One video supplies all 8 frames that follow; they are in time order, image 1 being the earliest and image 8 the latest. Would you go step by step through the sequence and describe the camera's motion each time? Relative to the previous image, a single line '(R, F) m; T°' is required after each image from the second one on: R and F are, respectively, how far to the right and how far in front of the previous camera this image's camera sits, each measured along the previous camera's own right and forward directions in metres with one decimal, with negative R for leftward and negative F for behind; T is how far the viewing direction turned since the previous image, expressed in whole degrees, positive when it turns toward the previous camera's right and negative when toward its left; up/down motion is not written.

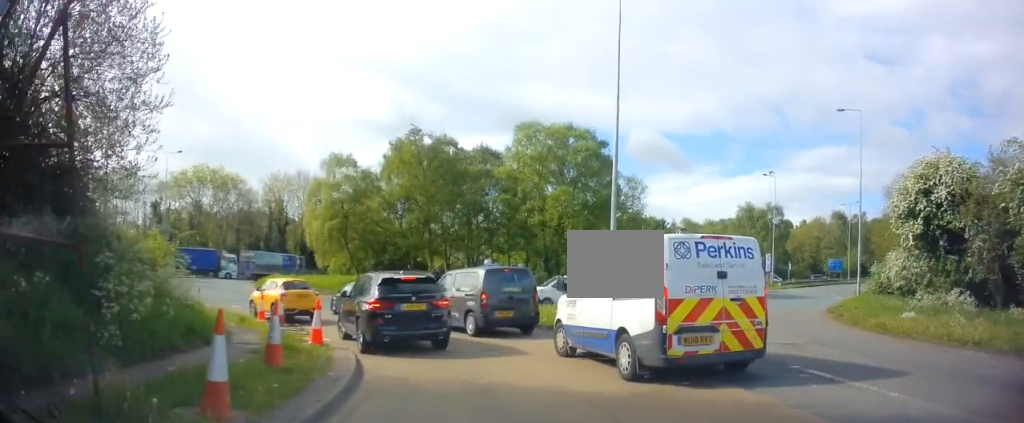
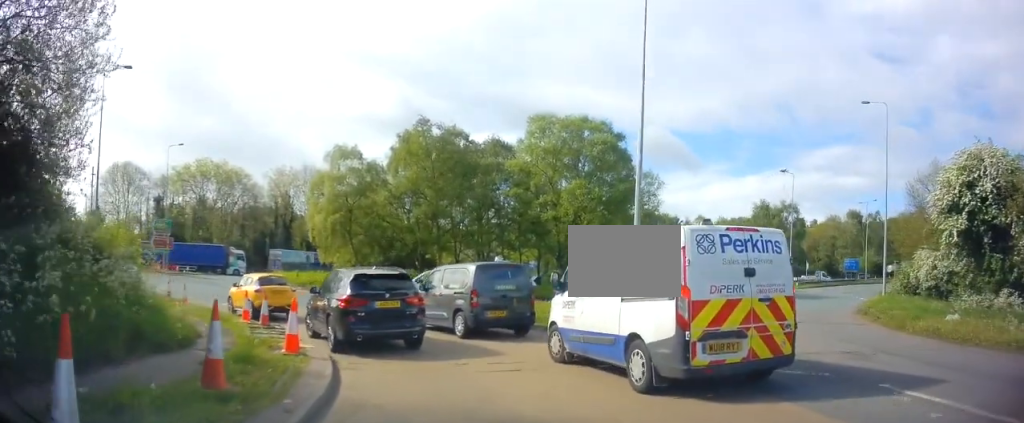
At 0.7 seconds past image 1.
(0.0, +1.8) m; -2°
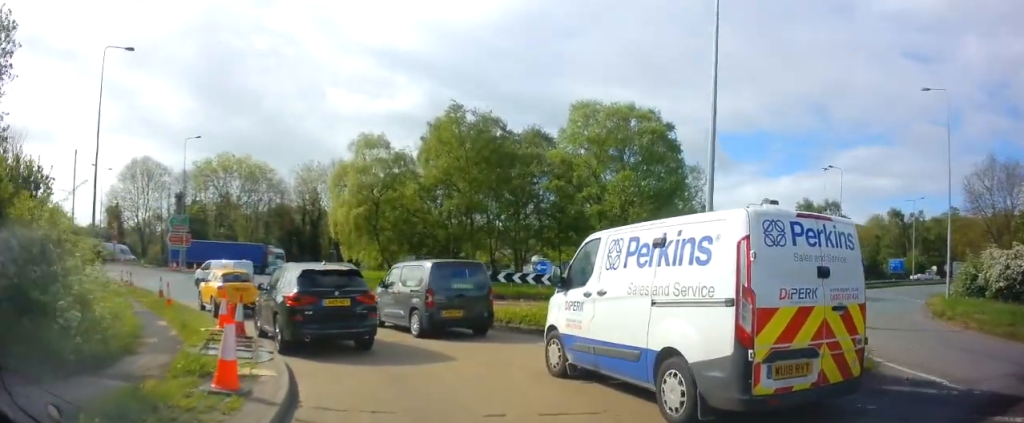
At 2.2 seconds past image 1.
(-0.1, +3.8) m; -4°
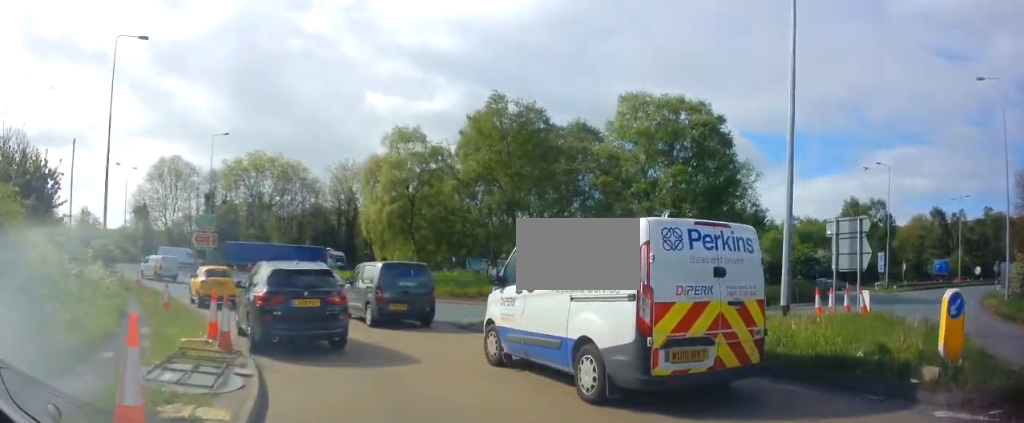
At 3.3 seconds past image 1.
(-0.1, +3.0) m; -5°
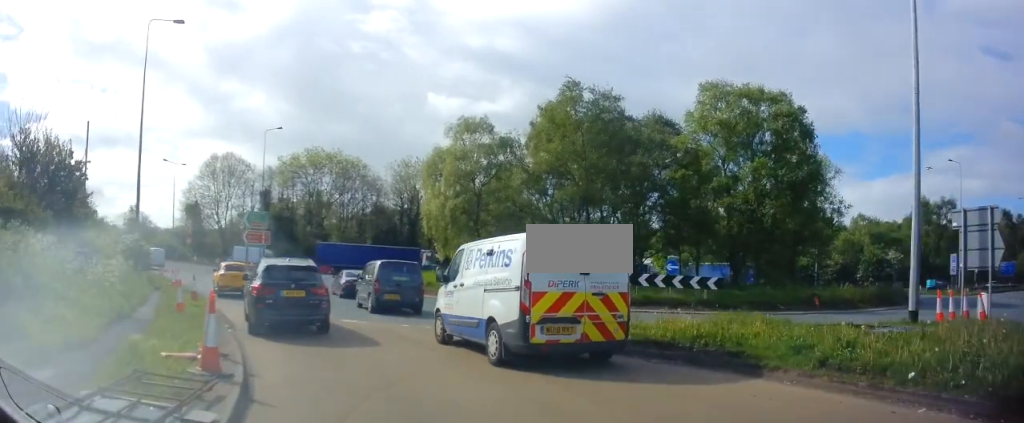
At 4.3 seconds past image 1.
(-0.2, +2.8) m; -7°
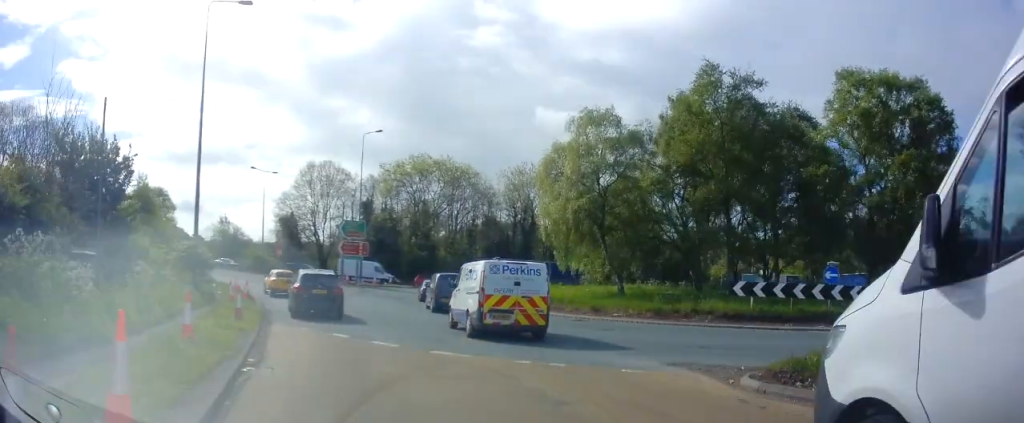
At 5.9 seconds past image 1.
(-0.6, +5.2) m; -12°
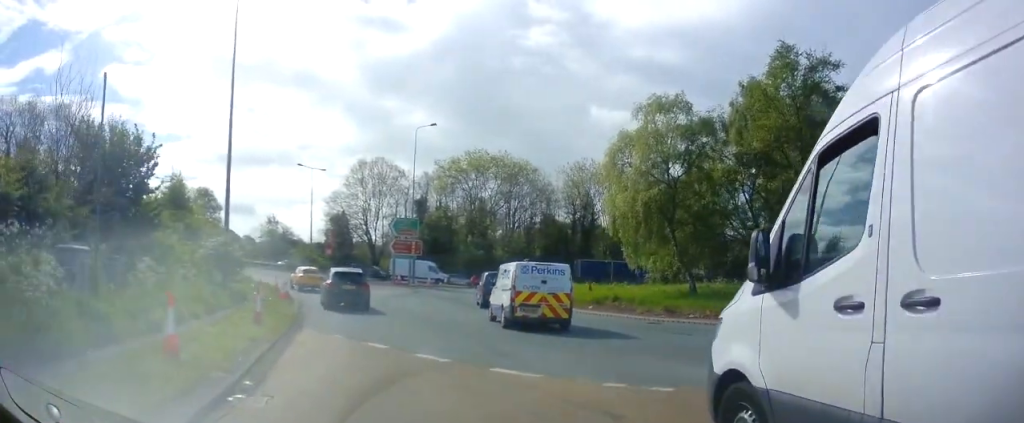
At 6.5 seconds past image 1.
(-0.1, +2.4) m; -4°
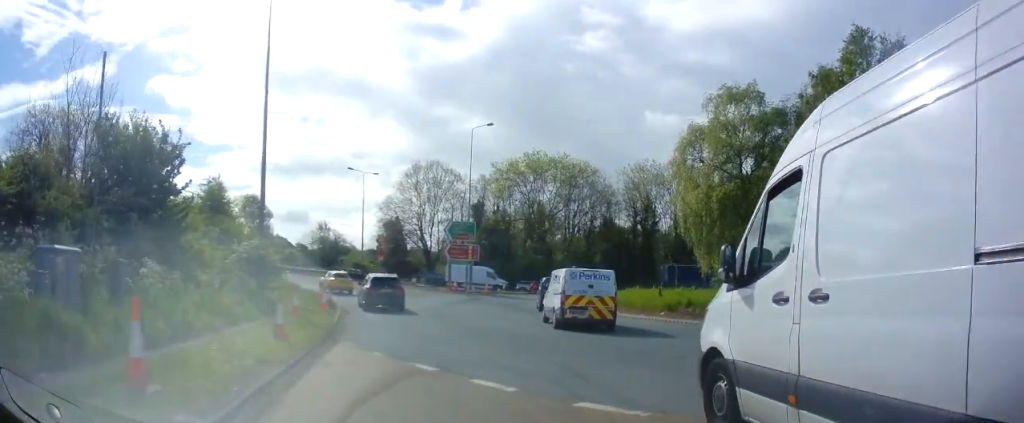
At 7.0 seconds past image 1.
(0.0, +2.3) m; -3°
